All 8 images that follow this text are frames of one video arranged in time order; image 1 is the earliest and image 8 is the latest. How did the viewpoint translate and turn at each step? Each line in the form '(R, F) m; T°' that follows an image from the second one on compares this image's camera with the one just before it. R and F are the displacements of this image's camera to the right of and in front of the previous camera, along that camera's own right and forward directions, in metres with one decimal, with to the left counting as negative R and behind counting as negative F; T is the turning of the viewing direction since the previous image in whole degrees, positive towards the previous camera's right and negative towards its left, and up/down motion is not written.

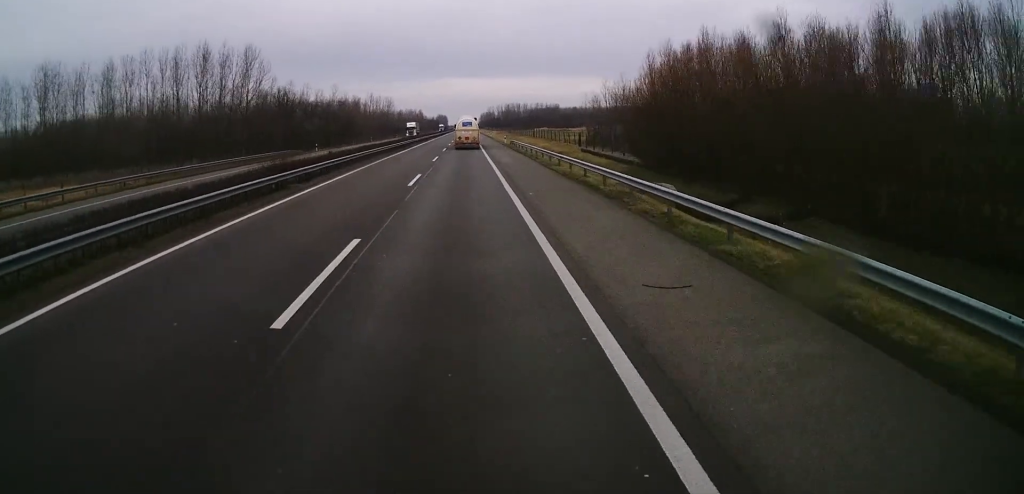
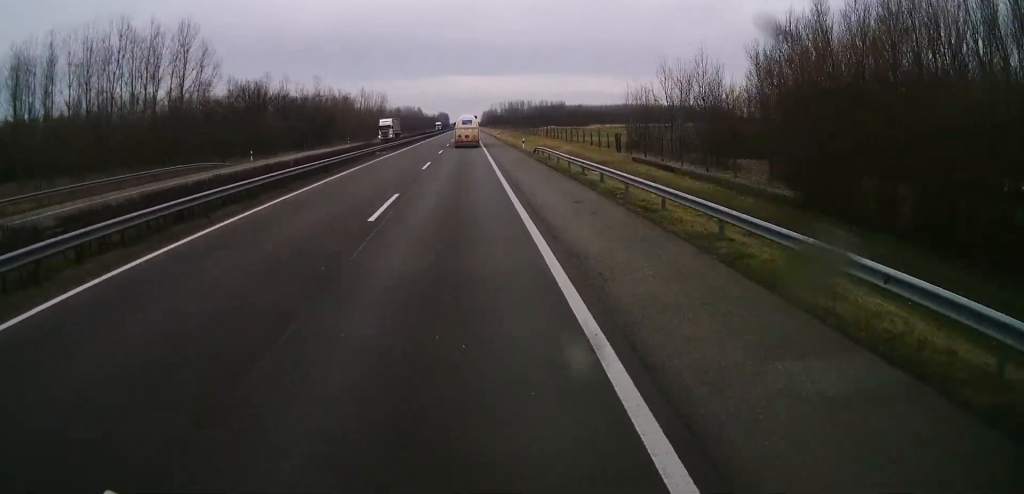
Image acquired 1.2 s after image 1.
(-0.4, +28.0) m; 0°
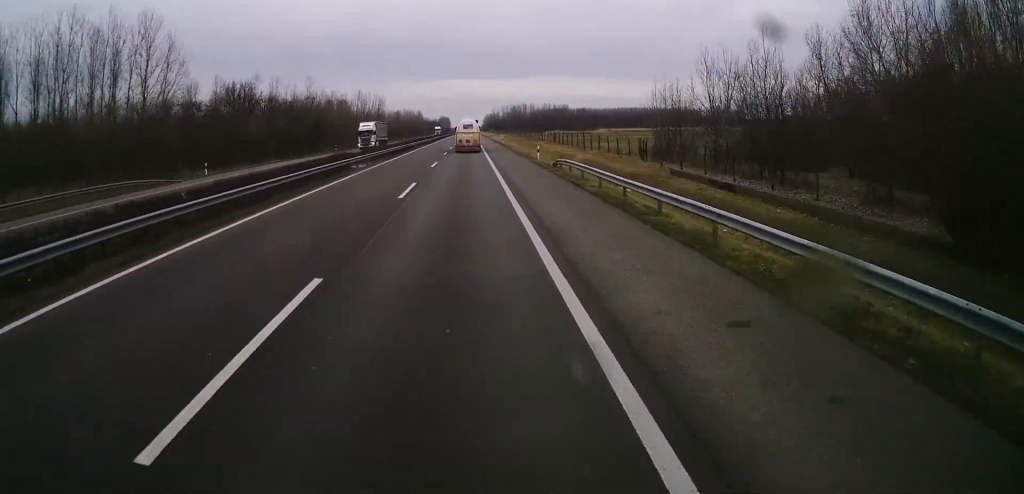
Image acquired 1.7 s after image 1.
(+0.2, +11.7) m; 0°
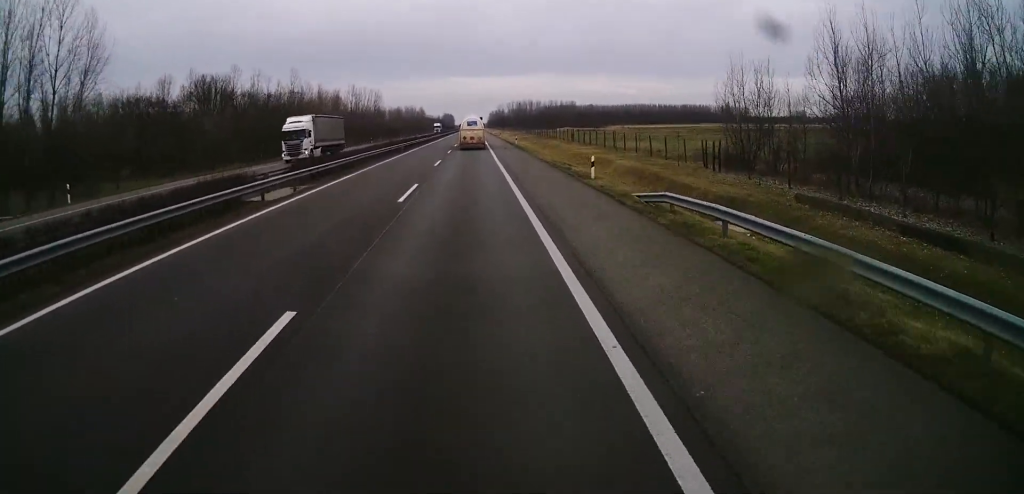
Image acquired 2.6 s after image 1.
(+0.2, +20.2) m; 0°
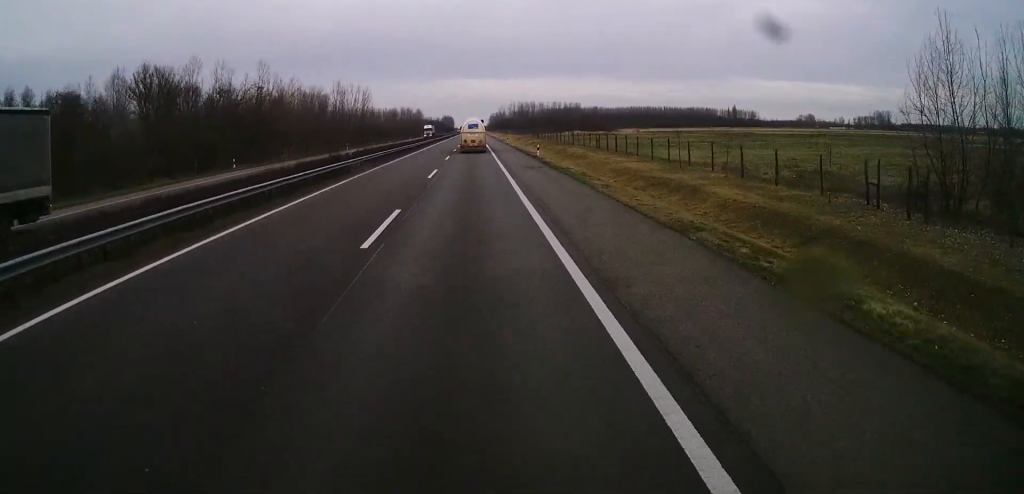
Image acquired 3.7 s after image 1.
(-0.1, +25.4) m; 0°
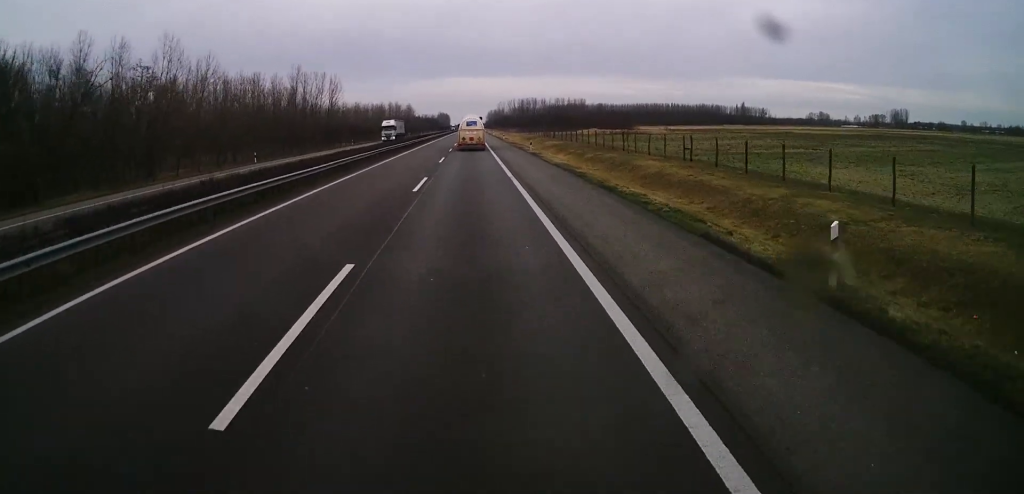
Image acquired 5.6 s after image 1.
(-0.6, +43.7) m; -1°
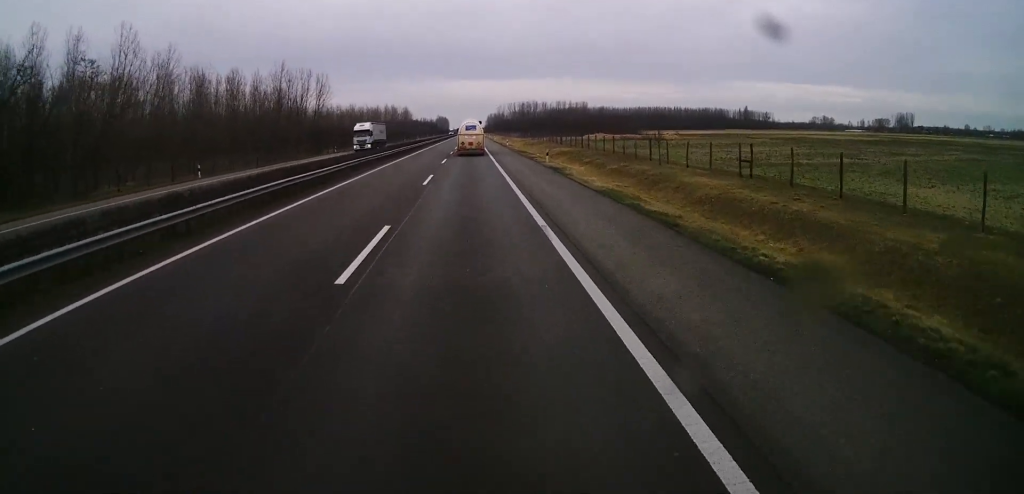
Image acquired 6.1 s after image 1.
(+0.3, +13.0) m; 0°
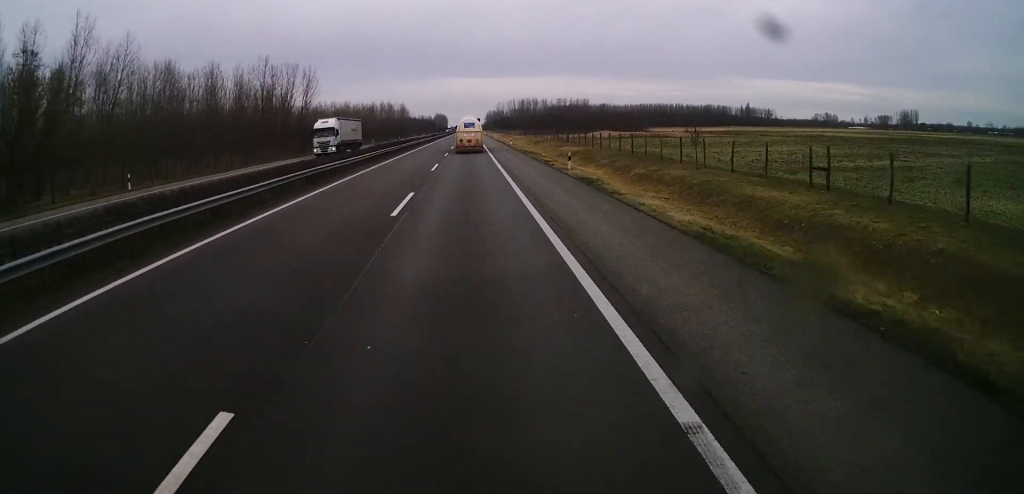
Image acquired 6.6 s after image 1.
(-0.1, +10.8) m; 0°
